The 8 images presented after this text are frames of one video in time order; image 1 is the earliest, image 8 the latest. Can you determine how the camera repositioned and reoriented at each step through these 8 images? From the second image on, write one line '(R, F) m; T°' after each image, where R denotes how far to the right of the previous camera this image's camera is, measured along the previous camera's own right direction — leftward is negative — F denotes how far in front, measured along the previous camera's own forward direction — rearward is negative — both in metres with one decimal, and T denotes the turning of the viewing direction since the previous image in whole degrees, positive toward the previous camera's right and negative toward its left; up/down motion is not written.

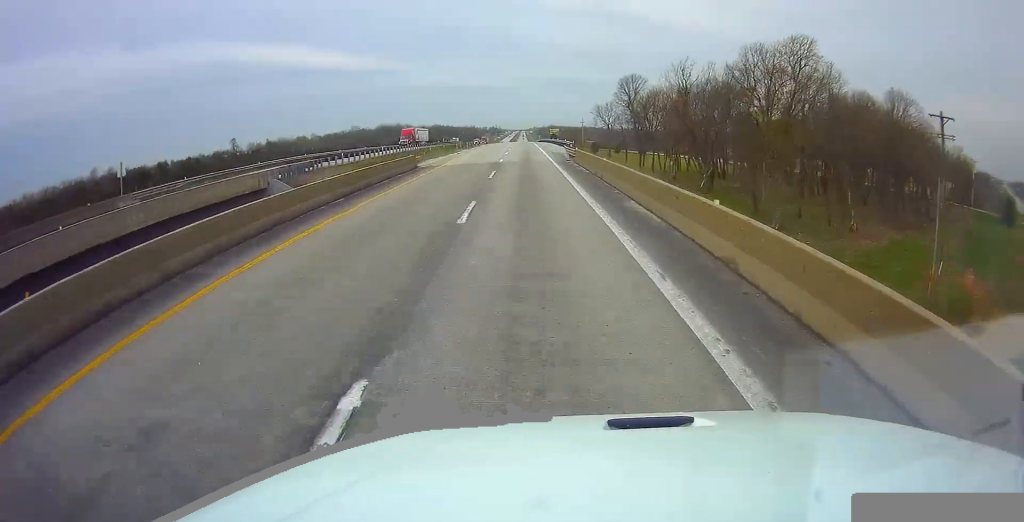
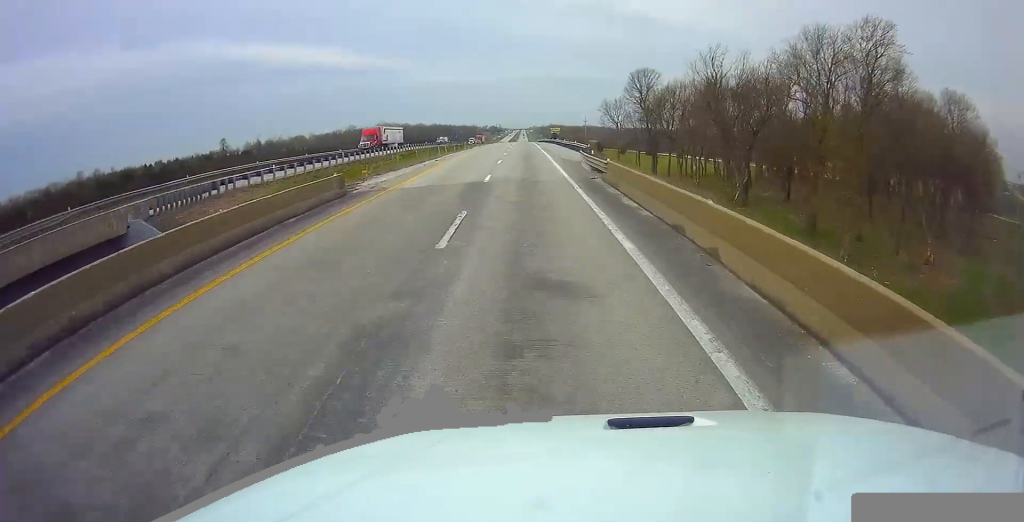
(-0.1, +15.2) m; 0°
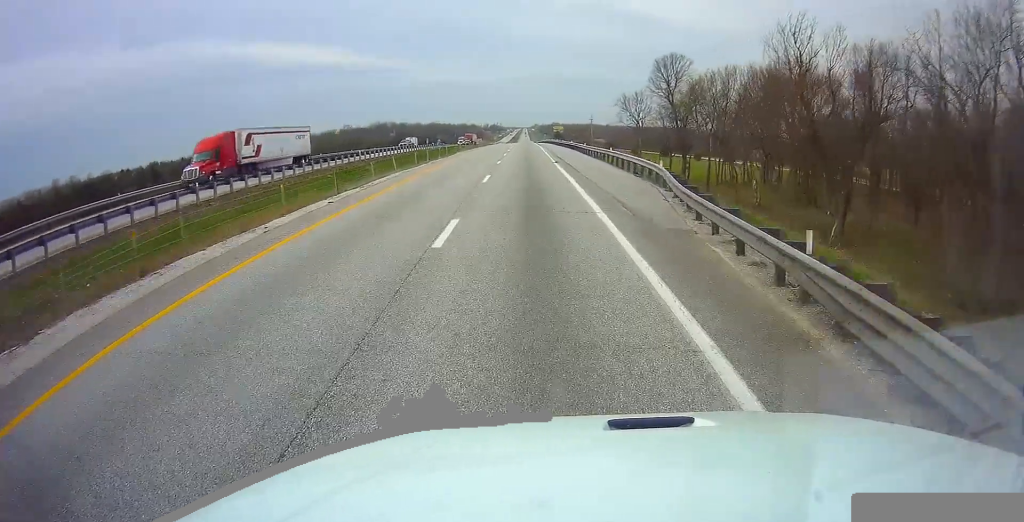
(-0.1, +25.5) m; 0°
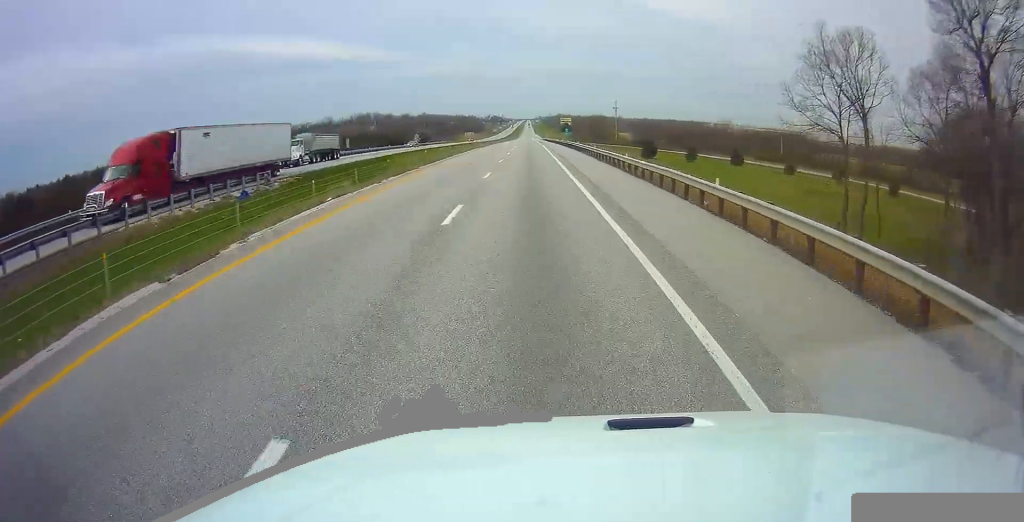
(+0.8, +83.4) m; +1°
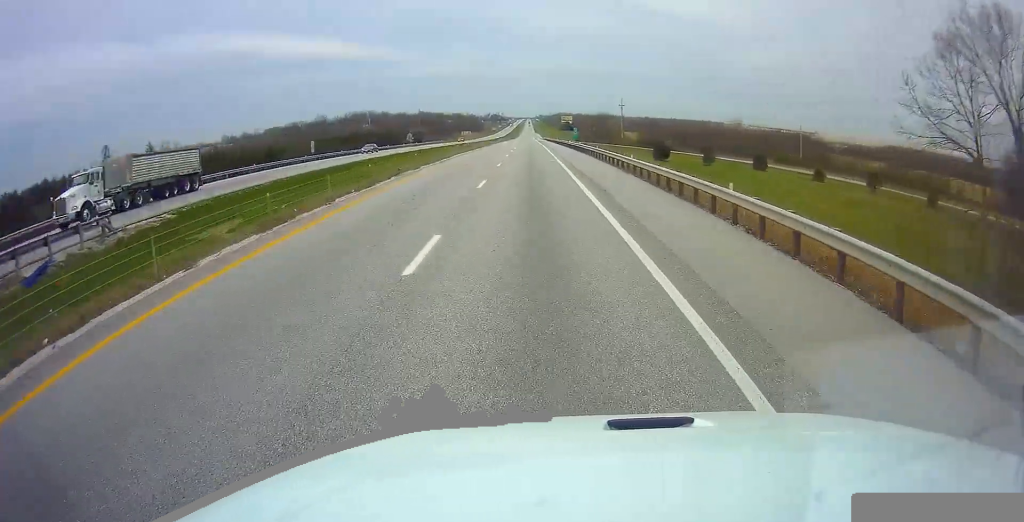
(-0.2, +16.5) m; 0°
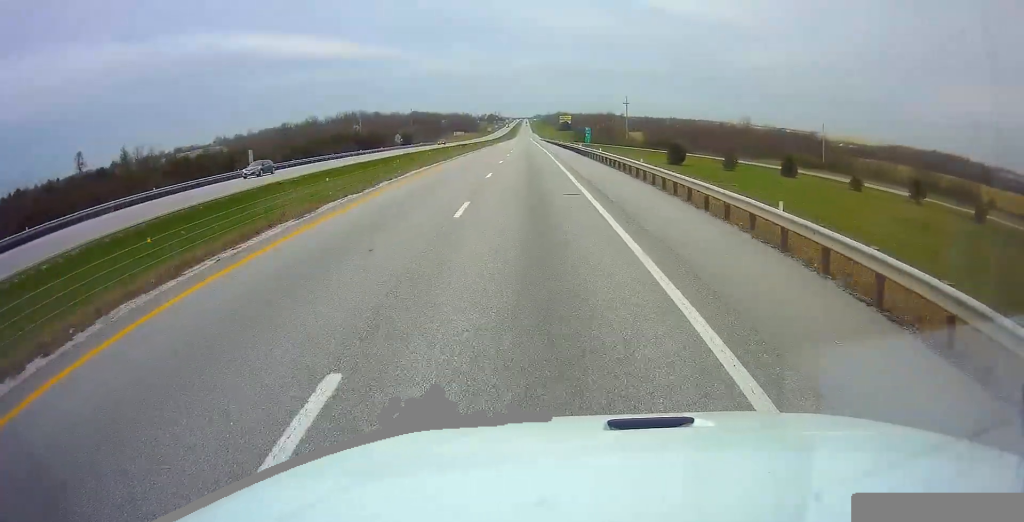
(-0.1, +18.6) m; 0°
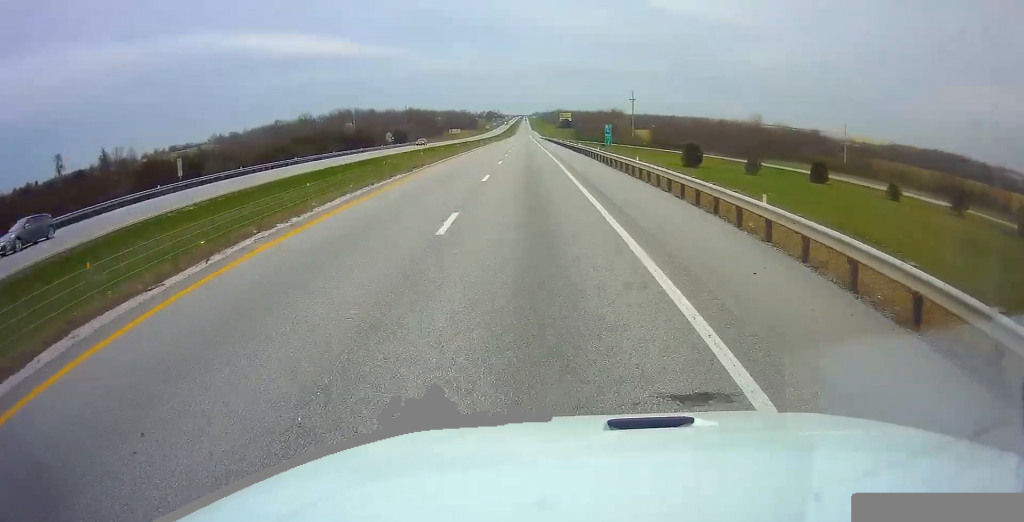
(0.0, +14.5) m; 0°
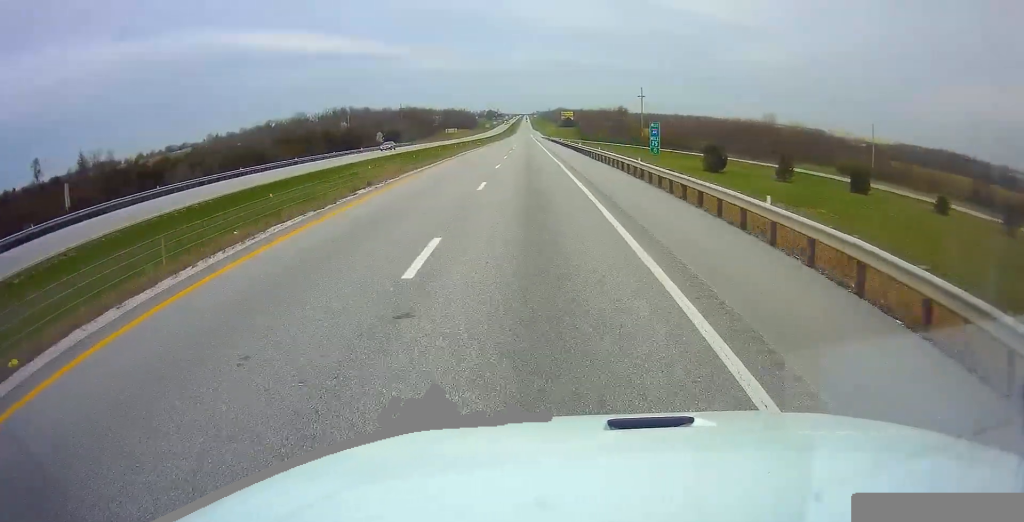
(0.0, +15.5) m; 0°
